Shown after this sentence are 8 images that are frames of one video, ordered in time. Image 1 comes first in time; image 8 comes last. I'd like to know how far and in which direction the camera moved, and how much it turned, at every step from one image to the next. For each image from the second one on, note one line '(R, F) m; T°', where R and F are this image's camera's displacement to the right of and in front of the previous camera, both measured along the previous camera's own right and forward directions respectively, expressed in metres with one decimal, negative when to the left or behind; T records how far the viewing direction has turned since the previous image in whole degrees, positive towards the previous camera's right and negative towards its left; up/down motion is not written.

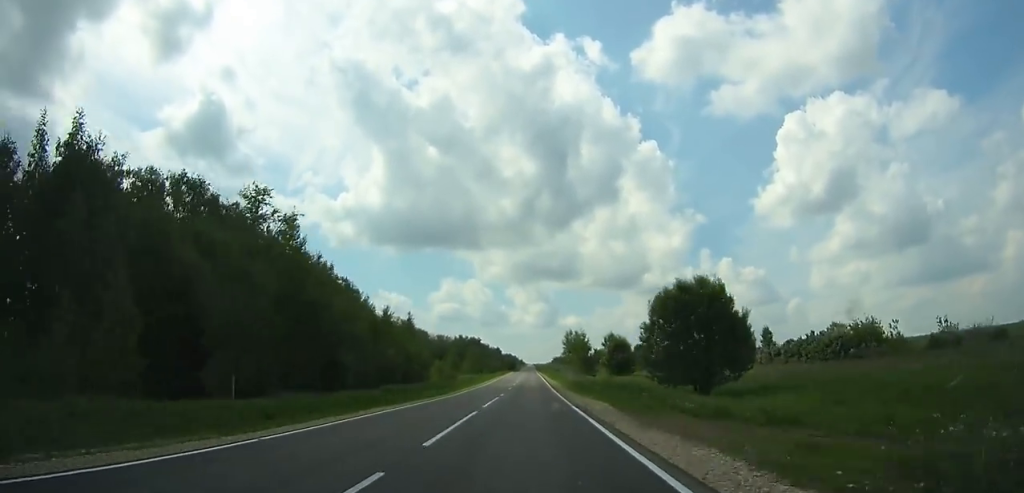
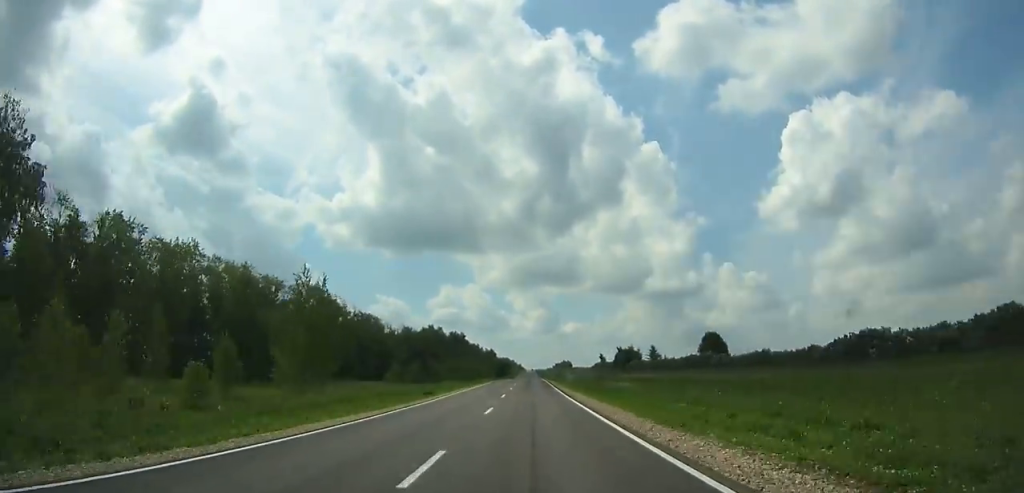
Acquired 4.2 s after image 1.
(-0.2, +89.3) m; 0°
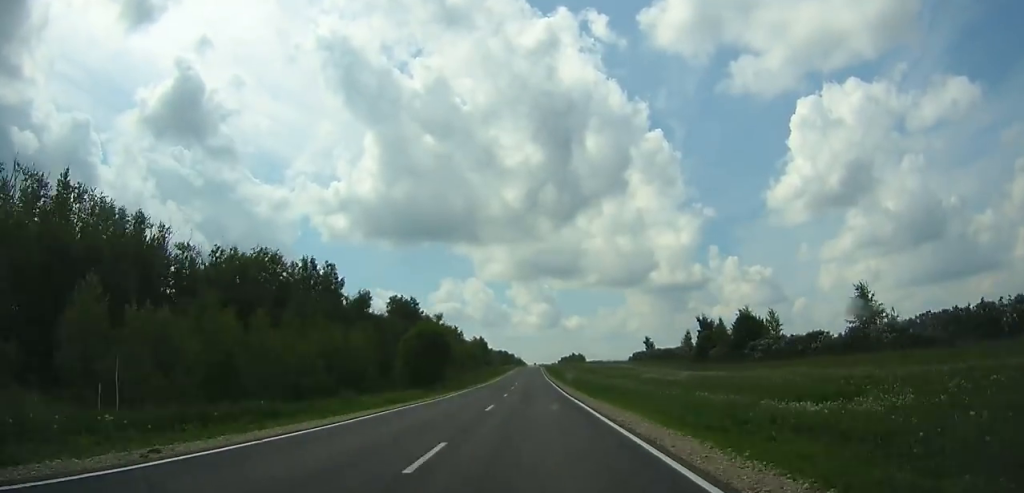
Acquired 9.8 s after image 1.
(-0.3, +125.2) m; 0°
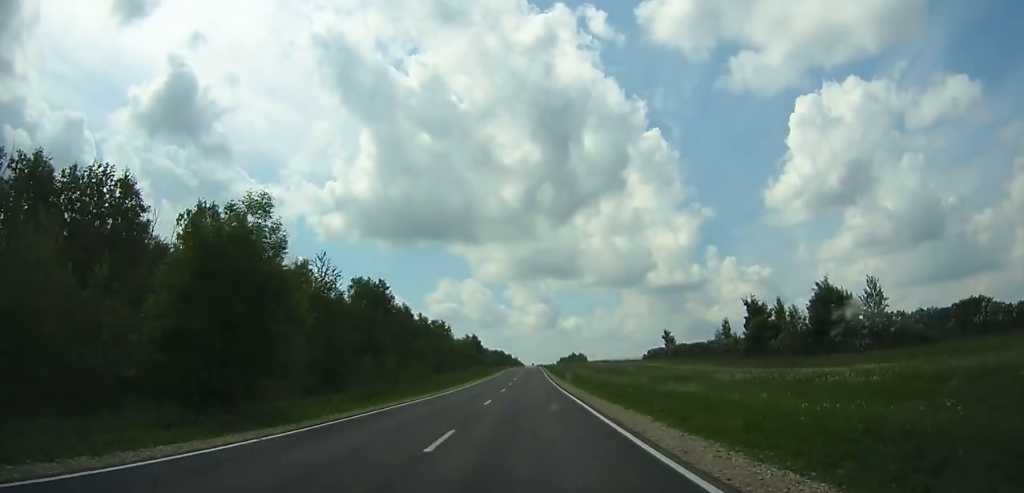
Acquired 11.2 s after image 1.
(+0.1, +33.7) m; 0°
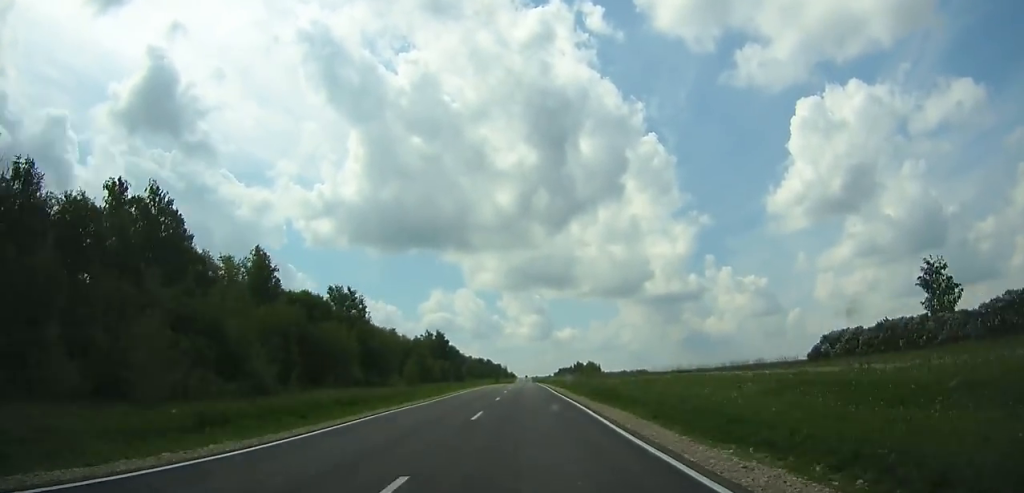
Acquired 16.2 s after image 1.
(+0.5, +124.8) m; 0°
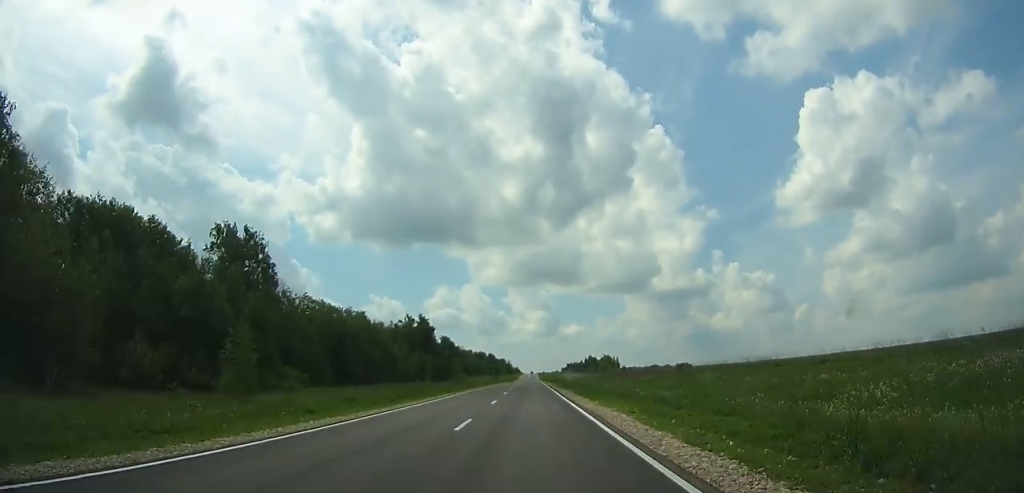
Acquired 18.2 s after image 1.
(+0.1, +52.5) m; 0°
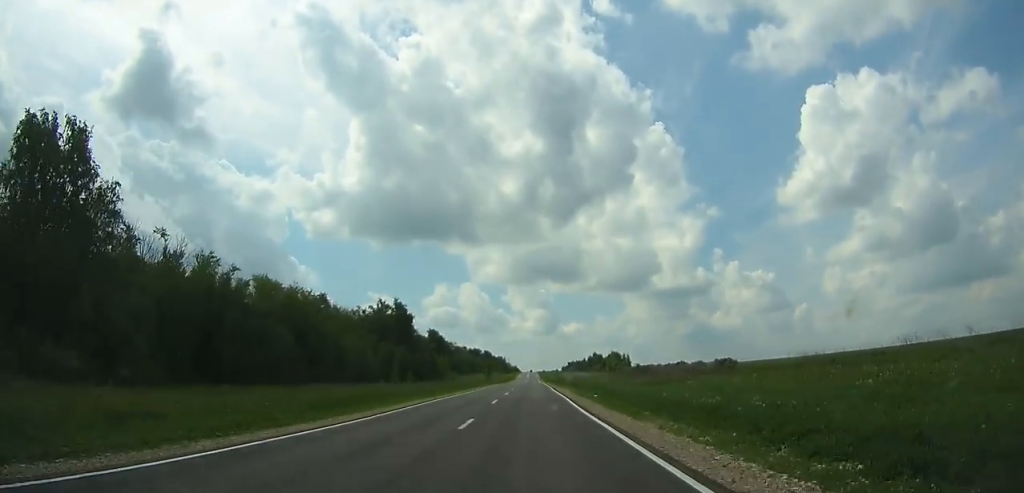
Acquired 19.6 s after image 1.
(0.0, +37.0) m; 0°
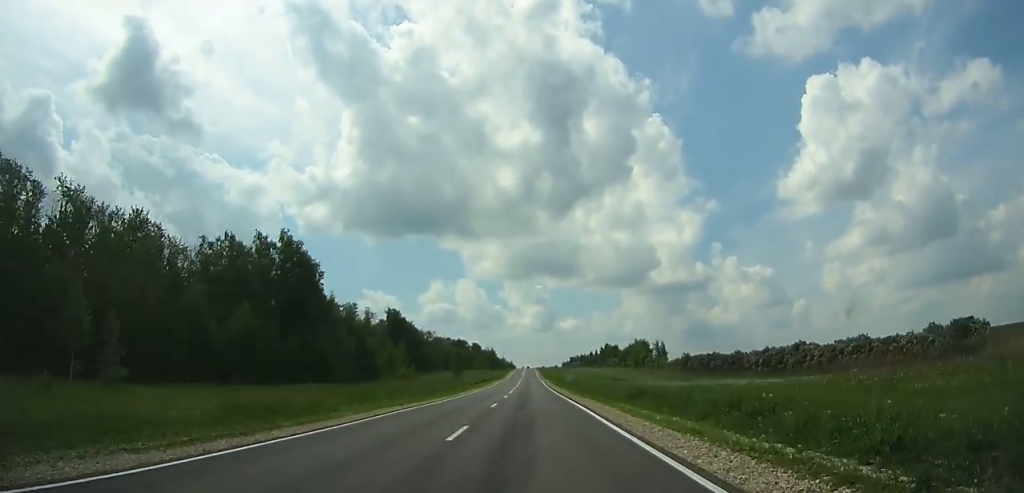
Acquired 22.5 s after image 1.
(-0.2, +77.1) m; 0°
